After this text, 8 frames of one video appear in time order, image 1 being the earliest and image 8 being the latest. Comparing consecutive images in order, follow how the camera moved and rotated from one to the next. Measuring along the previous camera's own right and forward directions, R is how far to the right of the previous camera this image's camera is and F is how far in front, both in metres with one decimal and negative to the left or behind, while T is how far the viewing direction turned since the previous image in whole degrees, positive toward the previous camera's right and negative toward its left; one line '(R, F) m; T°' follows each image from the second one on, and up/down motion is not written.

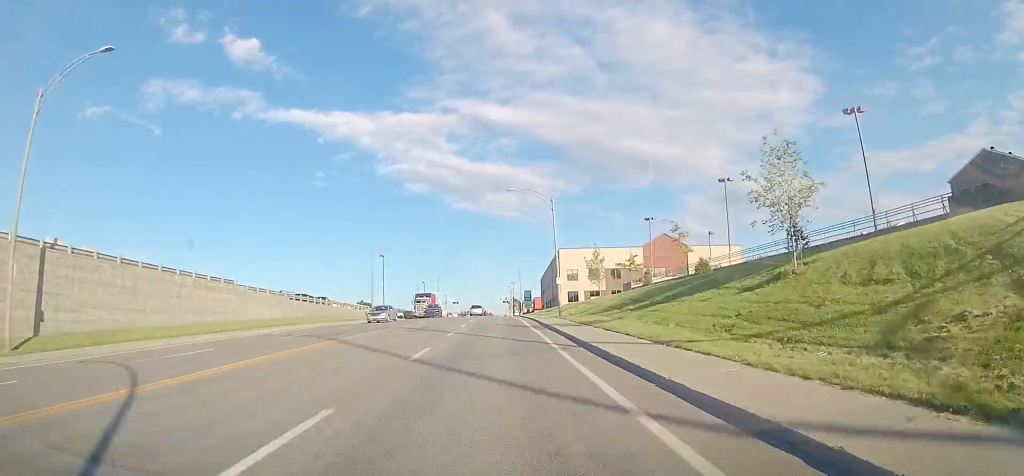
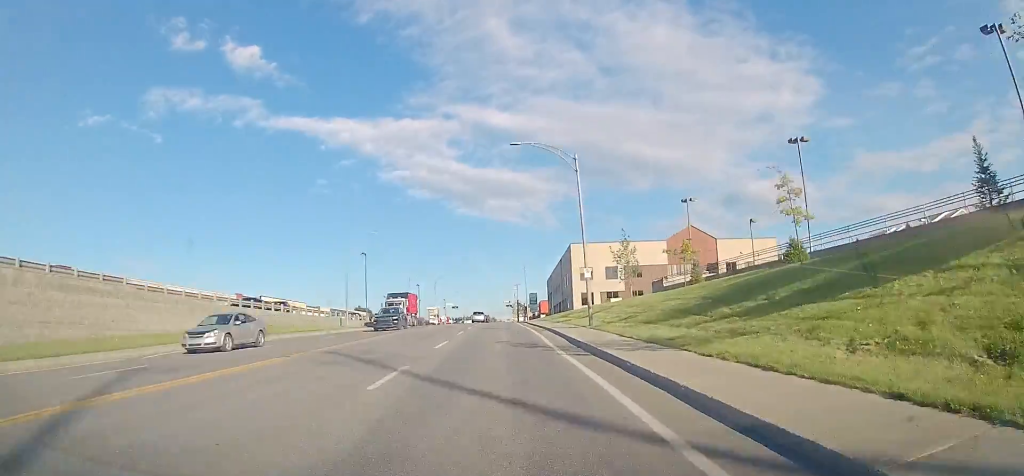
(+0.1, +13.3) m; 0°
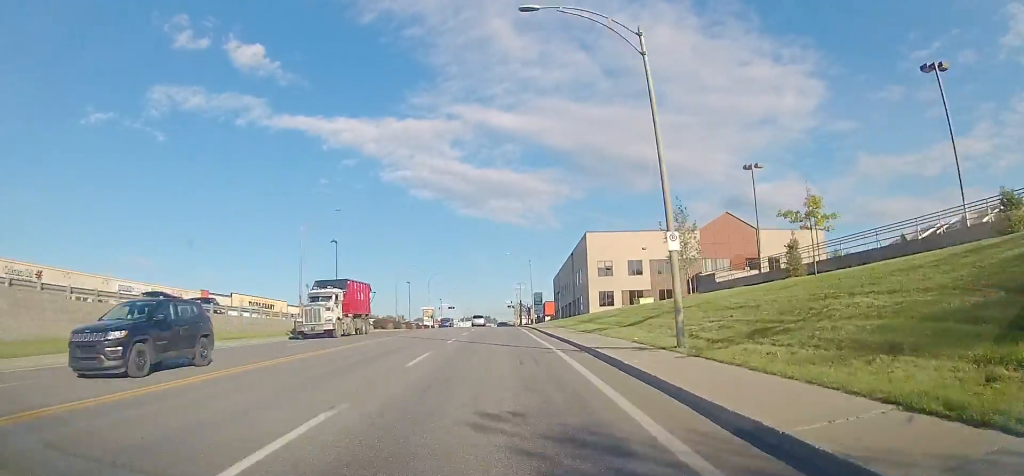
(0.0, +14.1) m; -1°
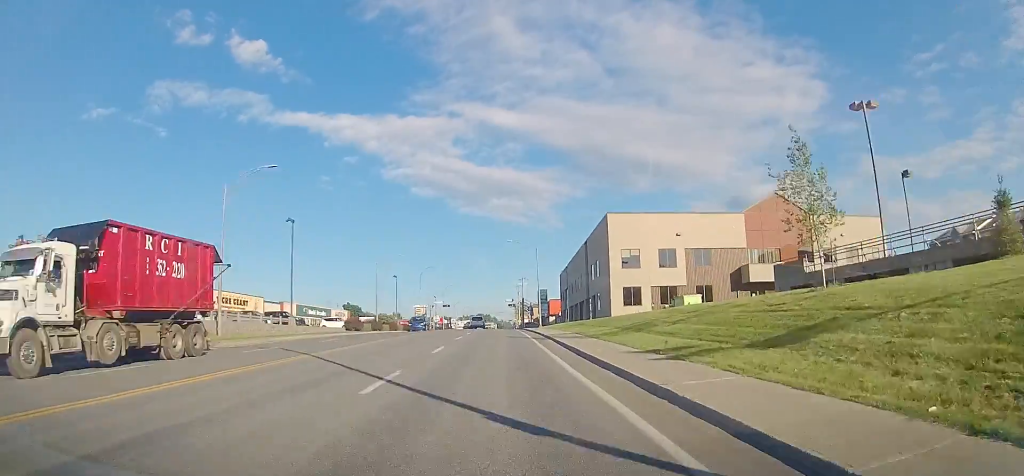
(-0.1, +13.3) m; 0°
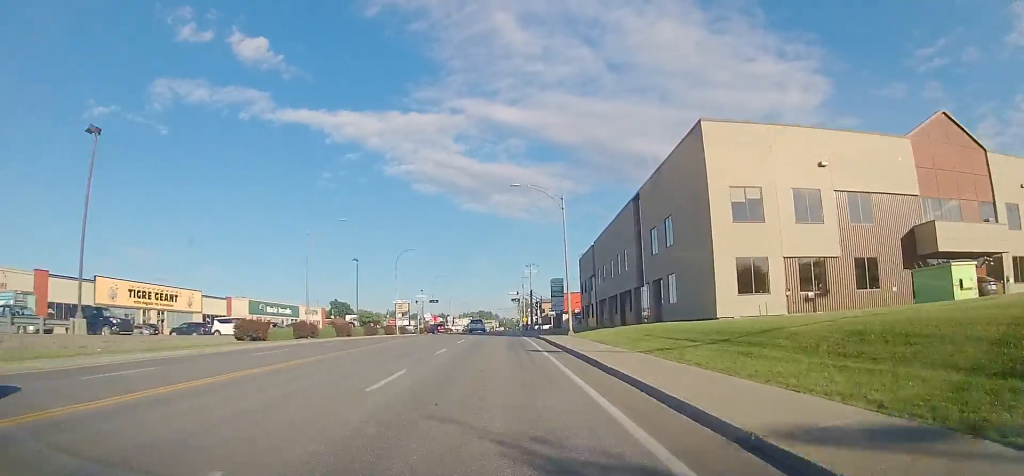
(+0.1, +26.0) m; 0°
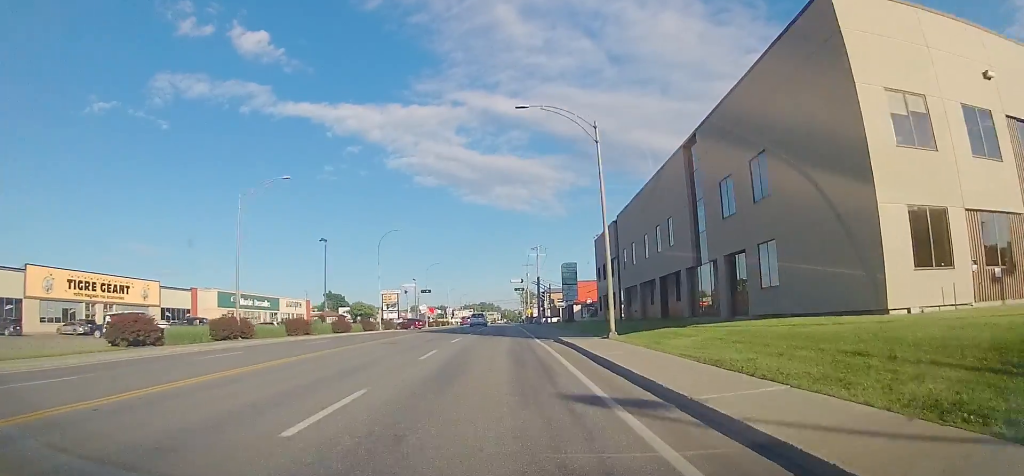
(-0.2, +12.8) m; +1°
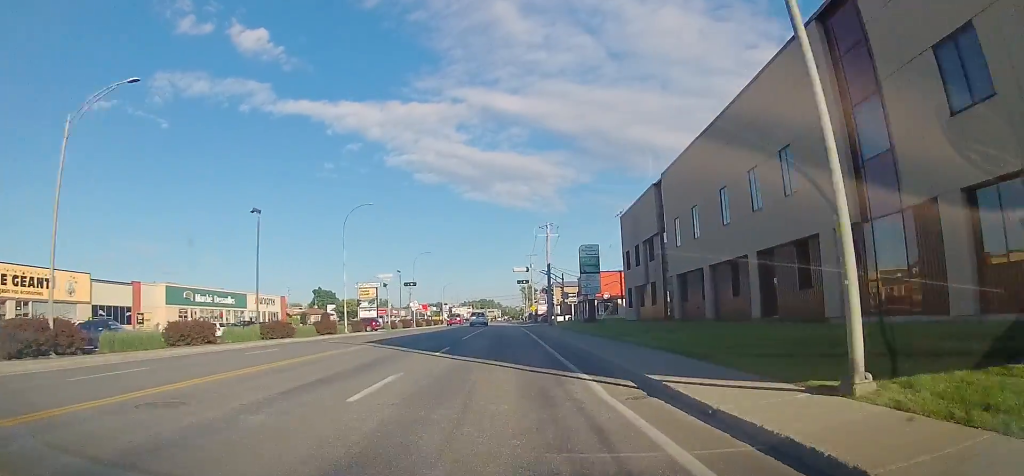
(+0.5, +15.5) m; +2°
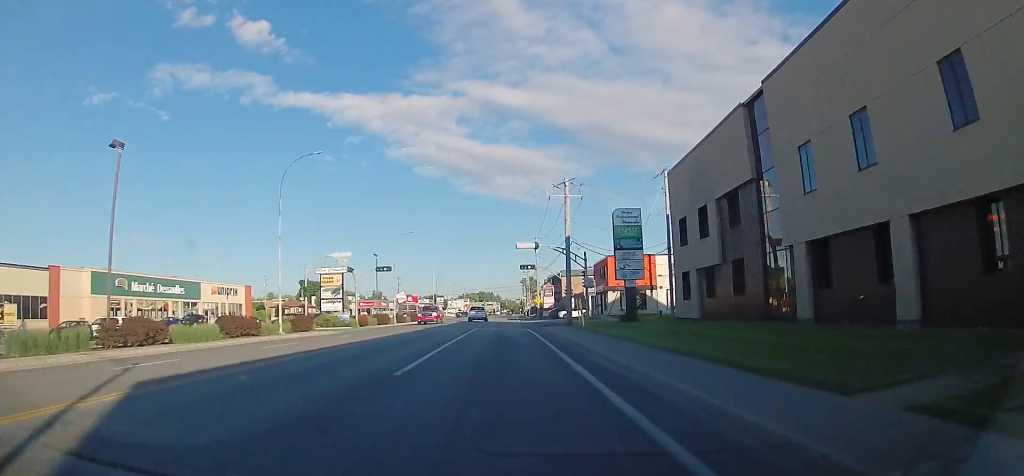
(+0.1, +16.5) m; 0°
